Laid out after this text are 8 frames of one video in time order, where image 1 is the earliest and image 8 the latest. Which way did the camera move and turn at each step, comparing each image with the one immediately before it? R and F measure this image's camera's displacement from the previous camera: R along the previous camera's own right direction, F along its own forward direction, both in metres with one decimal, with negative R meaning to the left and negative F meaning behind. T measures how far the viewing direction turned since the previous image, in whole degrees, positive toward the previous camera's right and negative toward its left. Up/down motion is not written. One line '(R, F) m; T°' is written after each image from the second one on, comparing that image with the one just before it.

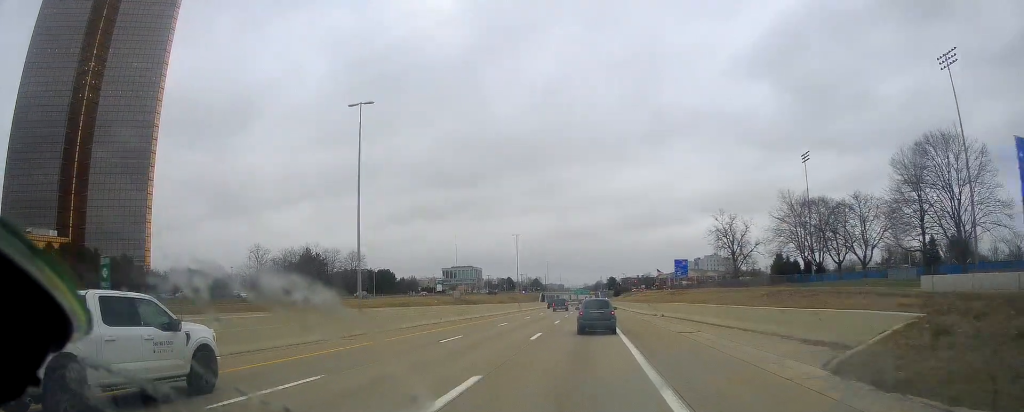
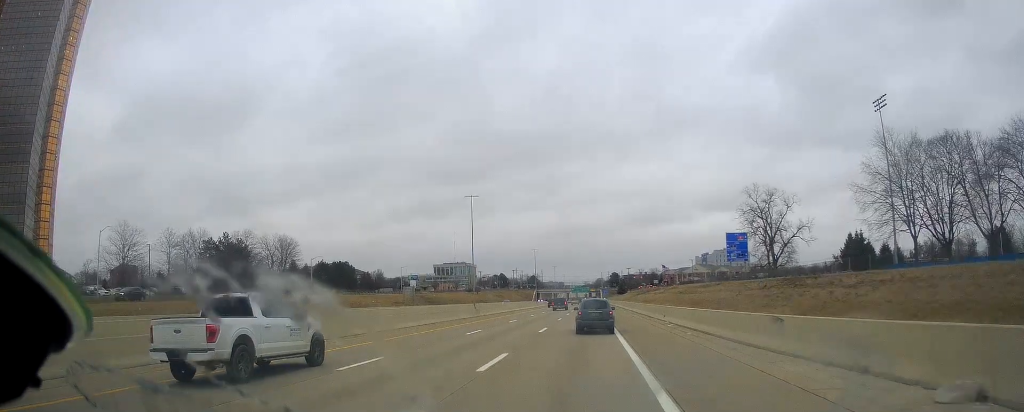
(+0.6, +40.5) m; +1°
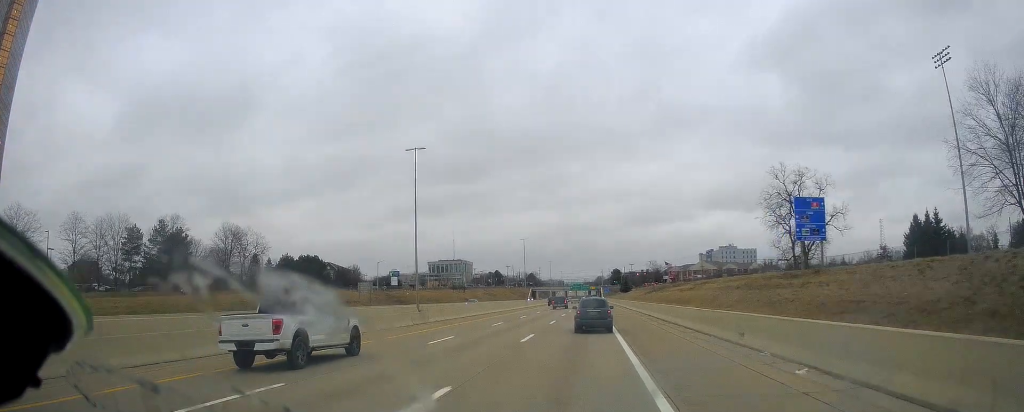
(+0.1, +22.3) m; 0°
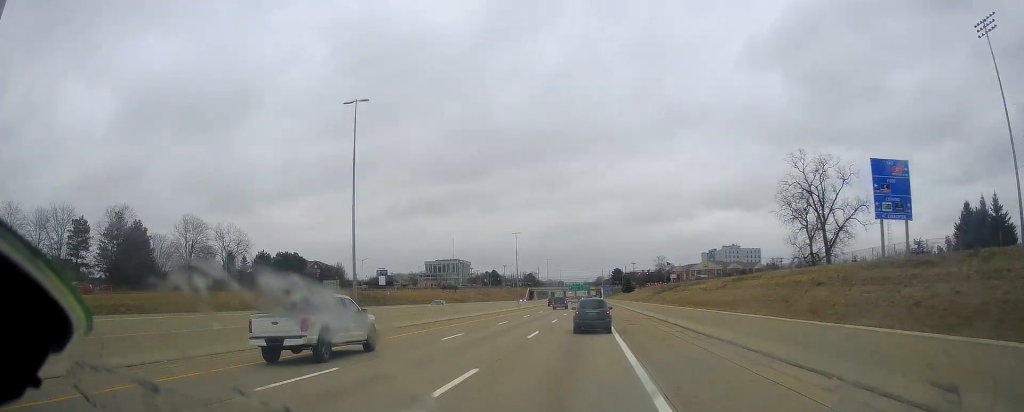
(-0.1, +12.6) m; 0°
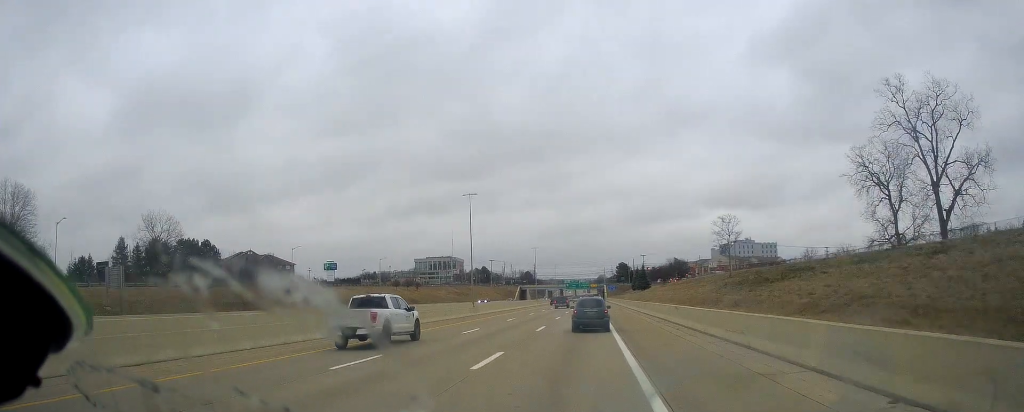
(-0.1, +41.4) m; 0°
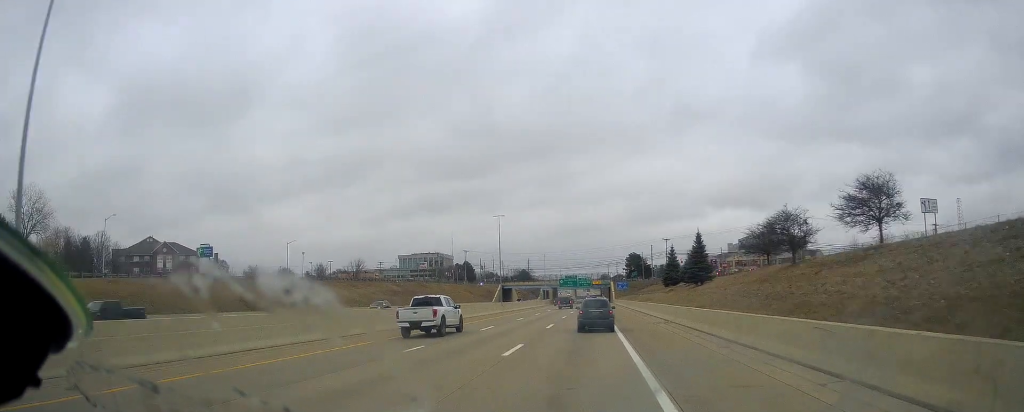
(-0.4, +57.4) m; 0°
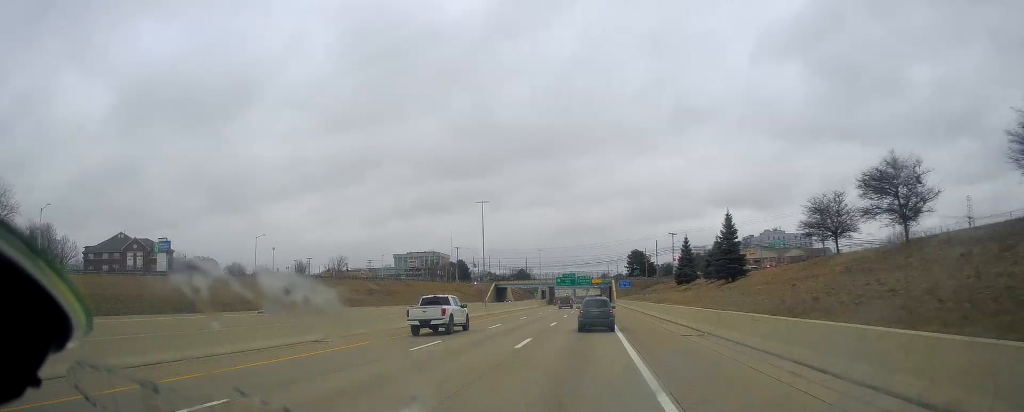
(0.0, +12.4) m; 0°
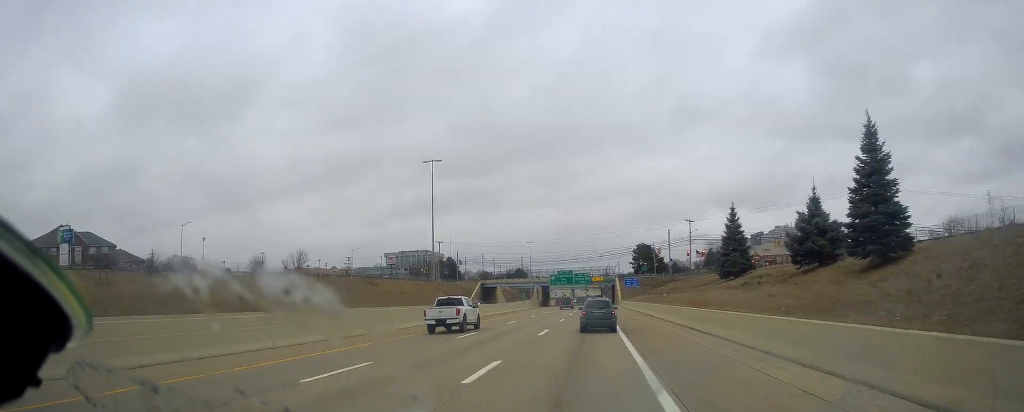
(+0.5, +23.0) m; 0°
